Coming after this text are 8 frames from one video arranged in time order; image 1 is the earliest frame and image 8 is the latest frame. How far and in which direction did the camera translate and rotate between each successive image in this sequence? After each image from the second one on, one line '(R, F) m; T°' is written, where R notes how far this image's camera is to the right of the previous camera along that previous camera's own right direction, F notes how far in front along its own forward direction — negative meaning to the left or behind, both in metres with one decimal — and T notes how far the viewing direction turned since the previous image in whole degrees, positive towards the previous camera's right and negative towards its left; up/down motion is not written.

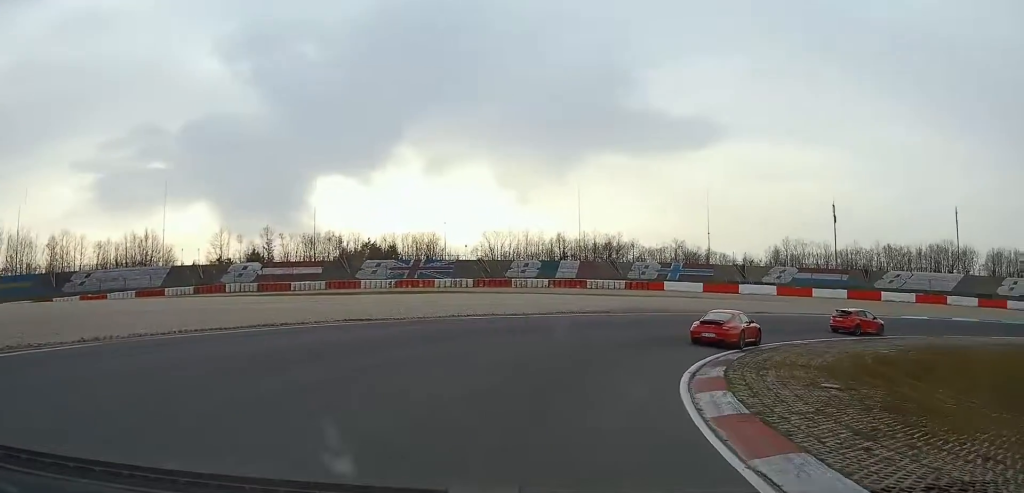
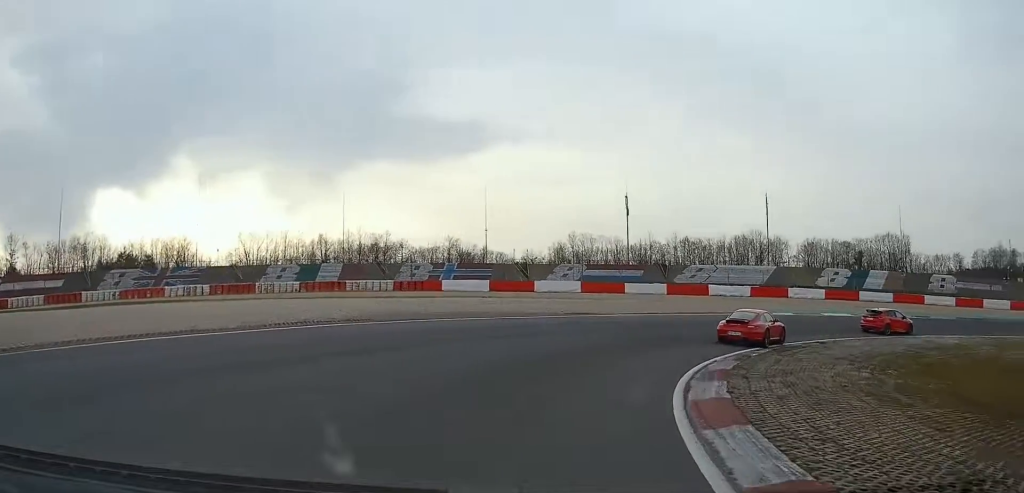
(+2.5, +13.5) m; +21°
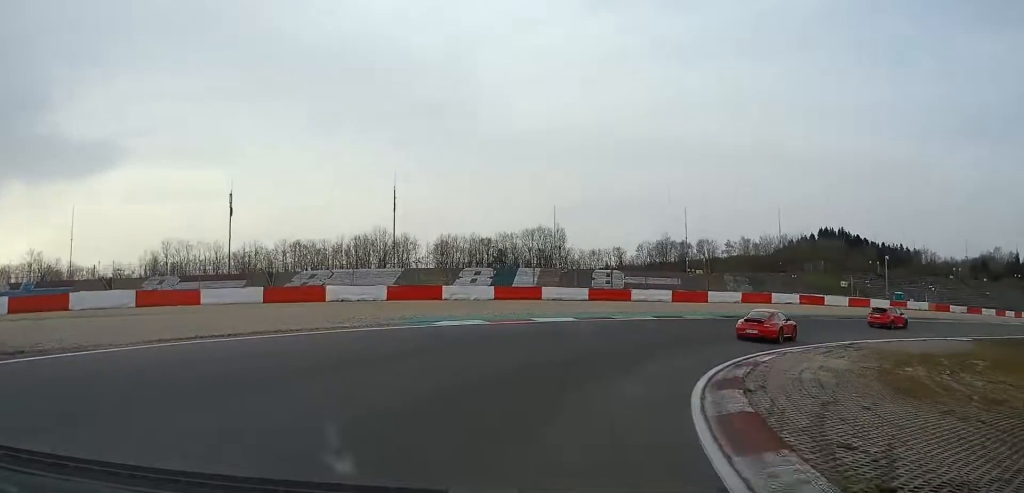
(+6.6, +20.7) m; +37°
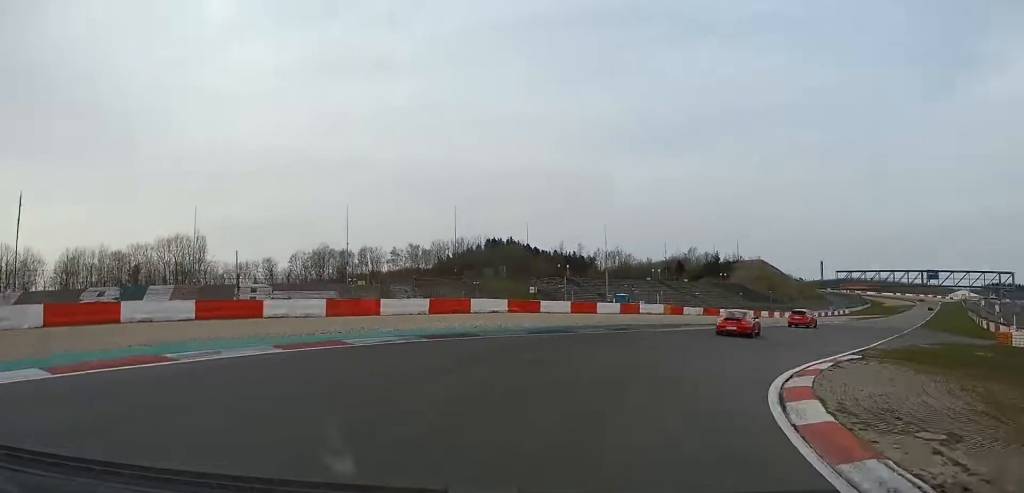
(+6.2, +20.8) m; +30°
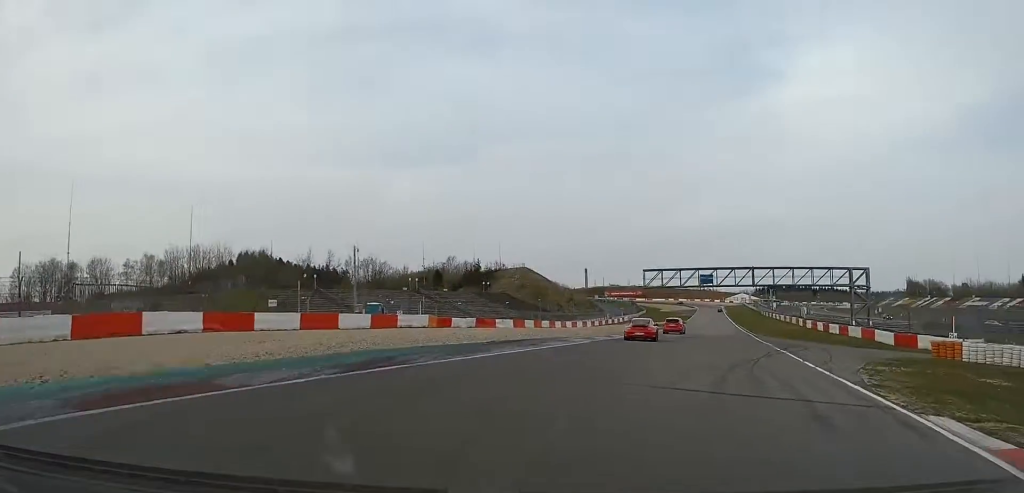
(+3.5, +19.2) m; +16°
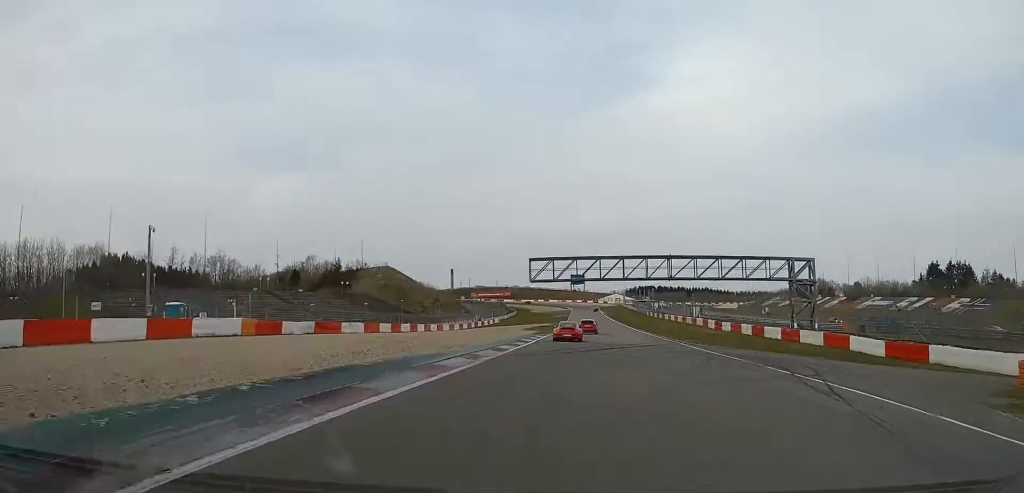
(+1.4, +16.6) m; +9°
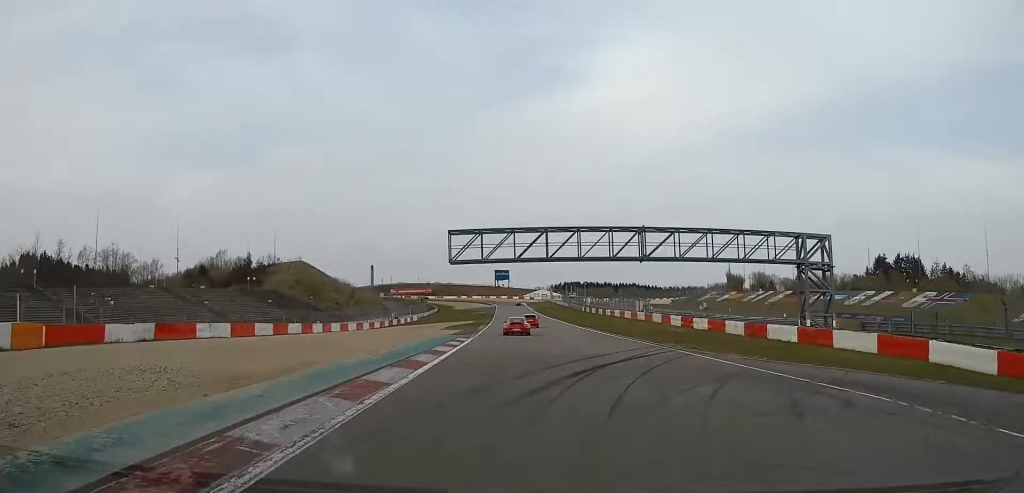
(+1.4, +17.7) m; +6°
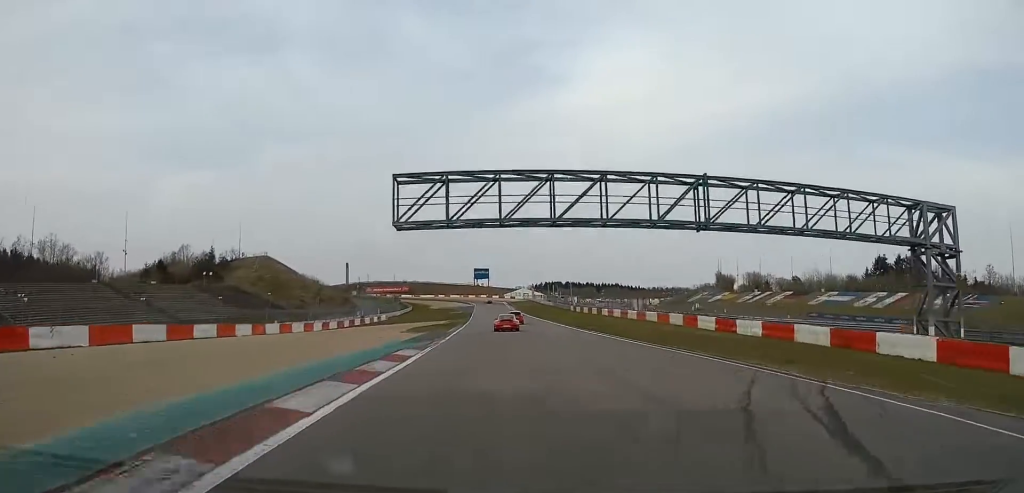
(+0.7, +16.6) m; +3°
